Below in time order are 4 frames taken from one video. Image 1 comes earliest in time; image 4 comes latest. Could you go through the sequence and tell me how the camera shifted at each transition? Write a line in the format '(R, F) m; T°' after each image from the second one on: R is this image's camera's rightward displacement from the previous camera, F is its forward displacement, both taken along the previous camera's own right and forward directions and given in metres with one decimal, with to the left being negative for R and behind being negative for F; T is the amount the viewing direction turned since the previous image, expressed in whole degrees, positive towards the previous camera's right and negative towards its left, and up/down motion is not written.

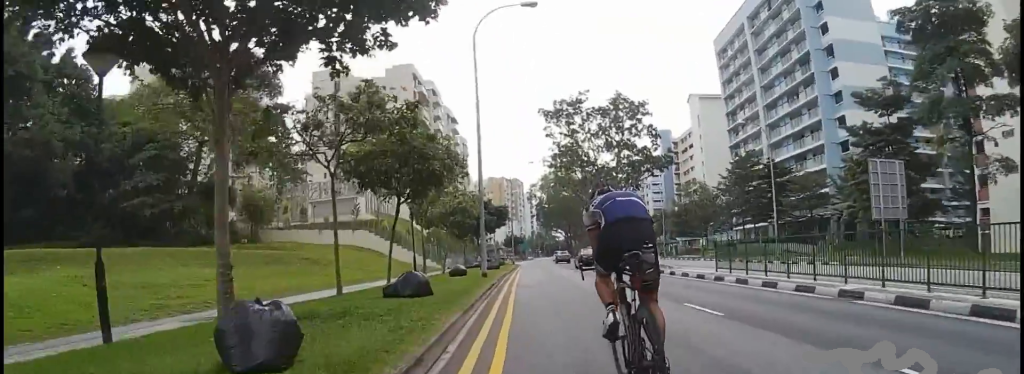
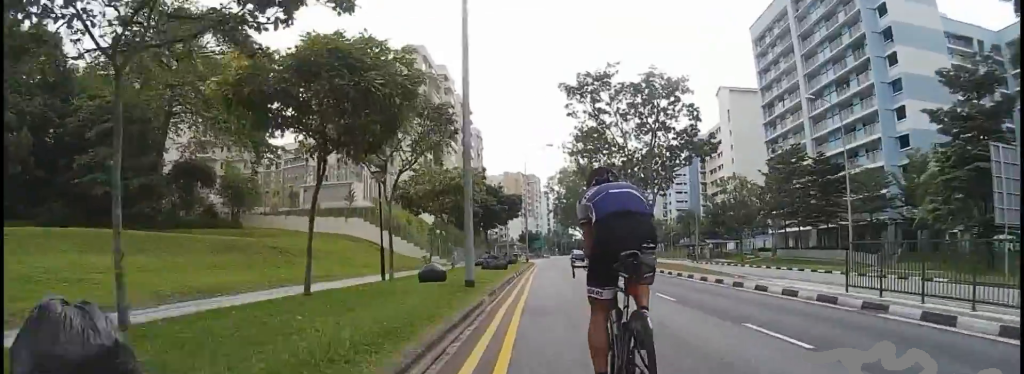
(+1.2, +8.5) m; +8°
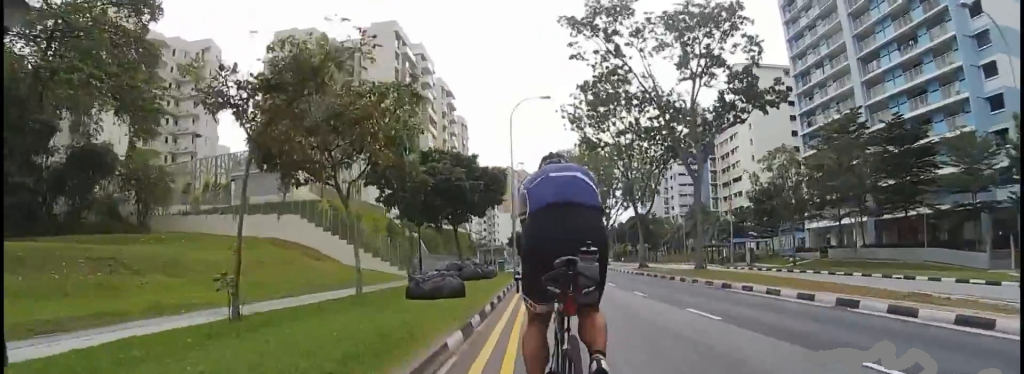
(0.0, +15.2) m; 0°
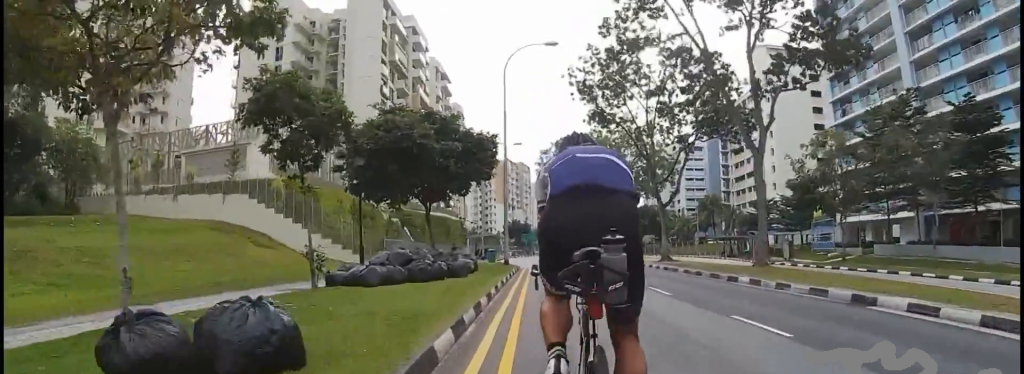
(0.0, +8.6) m; 0°
